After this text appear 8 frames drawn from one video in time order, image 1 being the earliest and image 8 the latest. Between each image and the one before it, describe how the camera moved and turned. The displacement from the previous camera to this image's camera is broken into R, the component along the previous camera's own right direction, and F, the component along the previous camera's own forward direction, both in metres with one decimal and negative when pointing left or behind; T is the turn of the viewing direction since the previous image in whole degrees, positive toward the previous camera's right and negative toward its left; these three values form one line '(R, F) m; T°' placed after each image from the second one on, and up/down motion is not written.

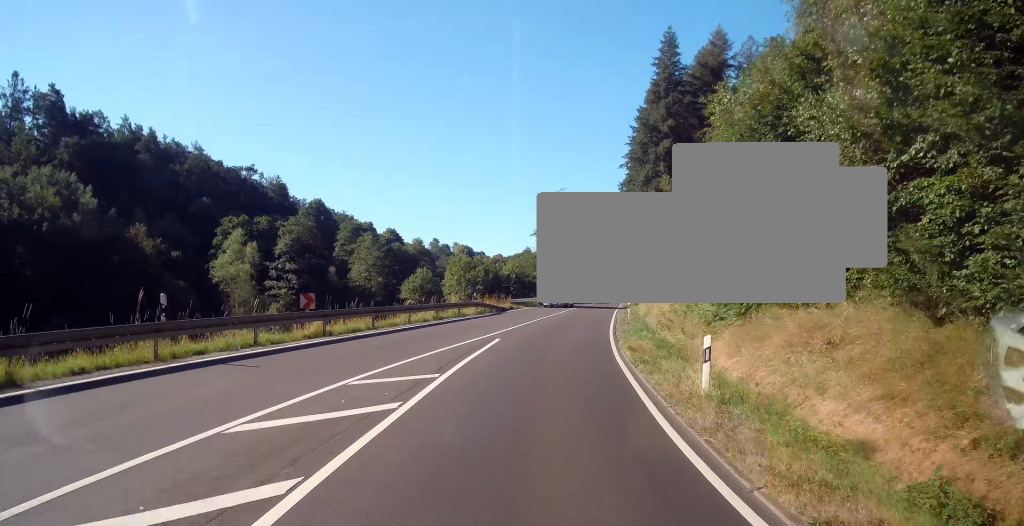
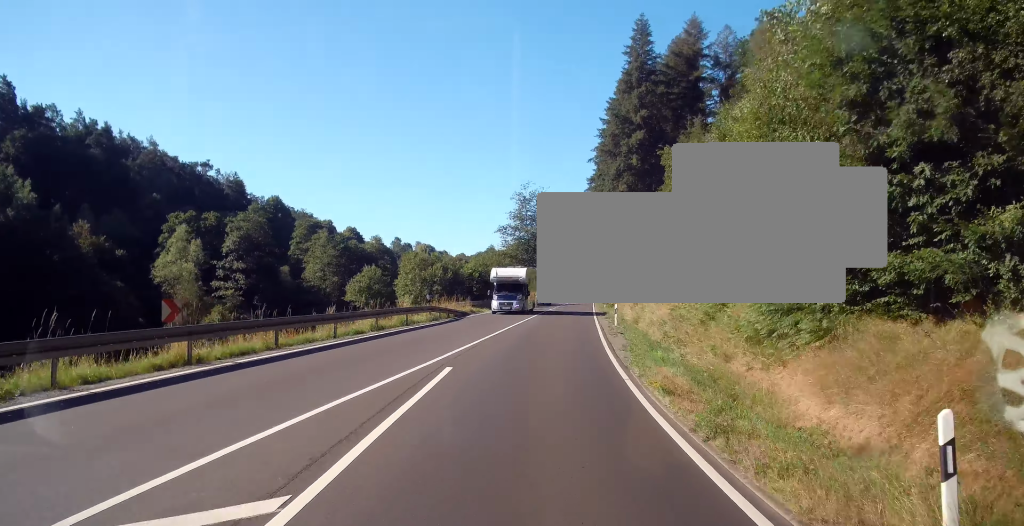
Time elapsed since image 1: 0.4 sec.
(+0.5, +7.3) m; +3°
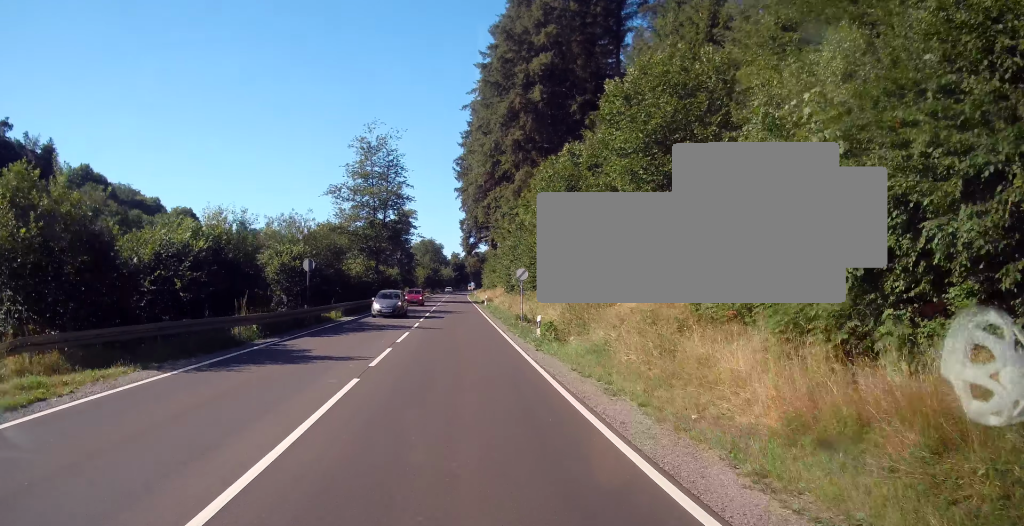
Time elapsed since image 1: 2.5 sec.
(+3.5, +36.2) m; +8°
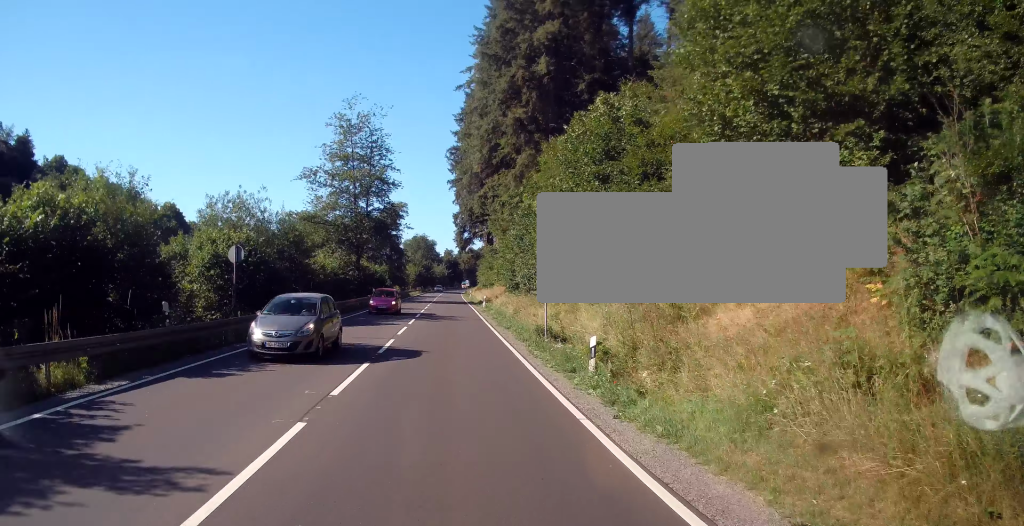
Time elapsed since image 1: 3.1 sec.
(+0.1, +10.1) m; +1°
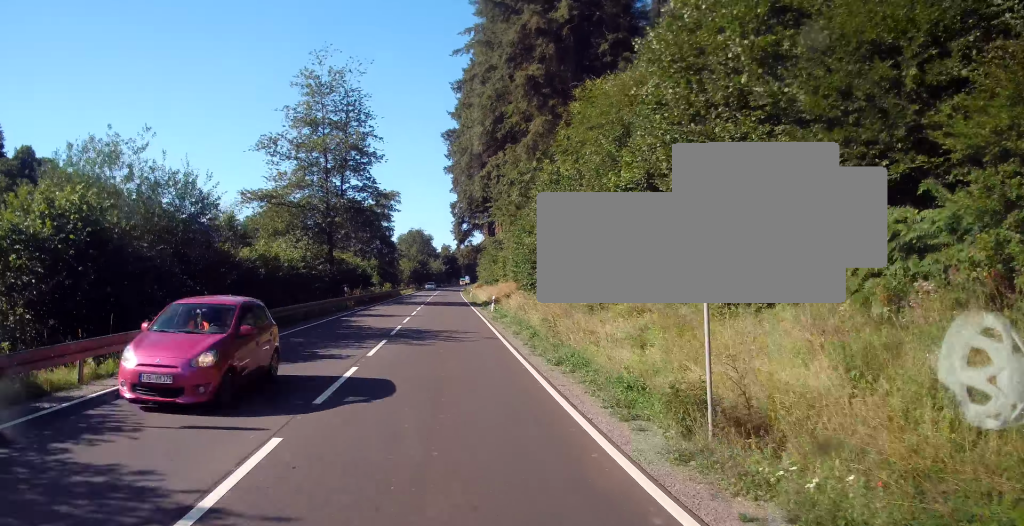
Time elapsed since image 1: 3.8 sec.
(-0.1, +12.6) m; +1°
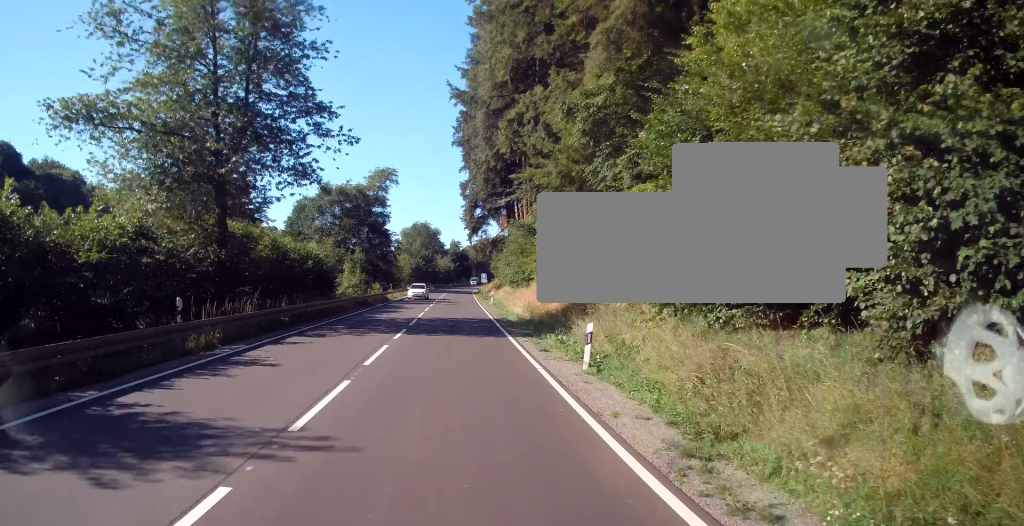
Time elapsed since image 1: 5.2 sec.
(+0.4, +26.2) m; +1°
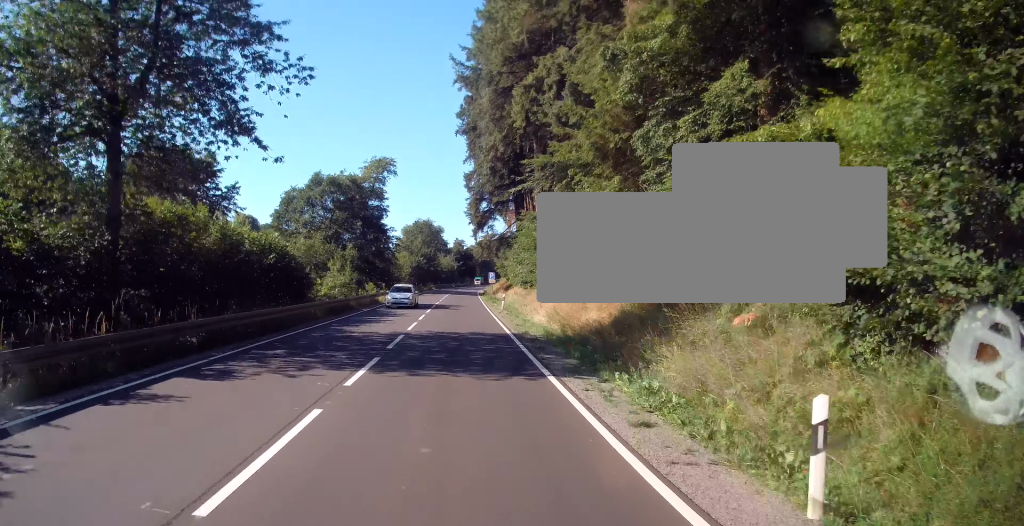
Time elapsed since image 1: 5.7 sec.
(0.0, +8.1) m; 0°
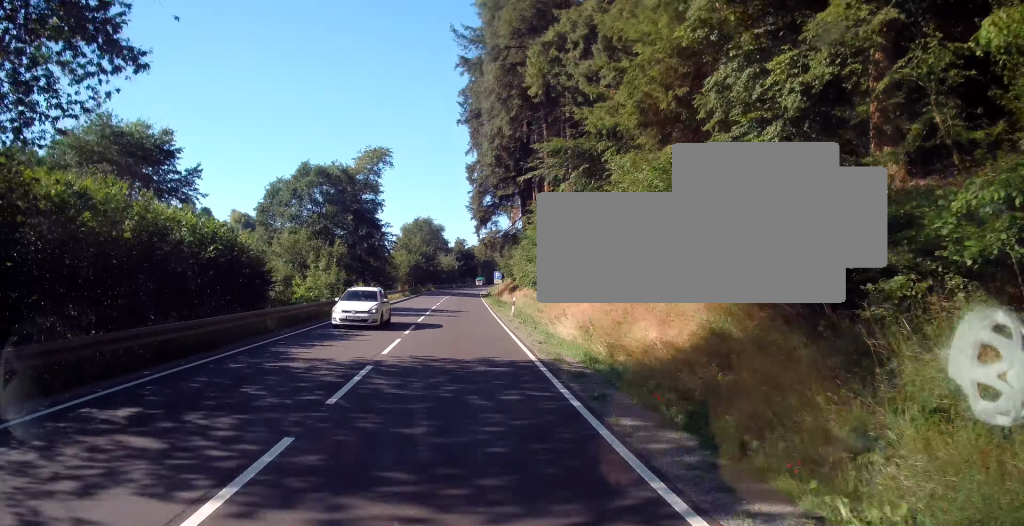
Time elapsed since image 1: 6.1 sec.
(0.0, +7.5) m; 0°
